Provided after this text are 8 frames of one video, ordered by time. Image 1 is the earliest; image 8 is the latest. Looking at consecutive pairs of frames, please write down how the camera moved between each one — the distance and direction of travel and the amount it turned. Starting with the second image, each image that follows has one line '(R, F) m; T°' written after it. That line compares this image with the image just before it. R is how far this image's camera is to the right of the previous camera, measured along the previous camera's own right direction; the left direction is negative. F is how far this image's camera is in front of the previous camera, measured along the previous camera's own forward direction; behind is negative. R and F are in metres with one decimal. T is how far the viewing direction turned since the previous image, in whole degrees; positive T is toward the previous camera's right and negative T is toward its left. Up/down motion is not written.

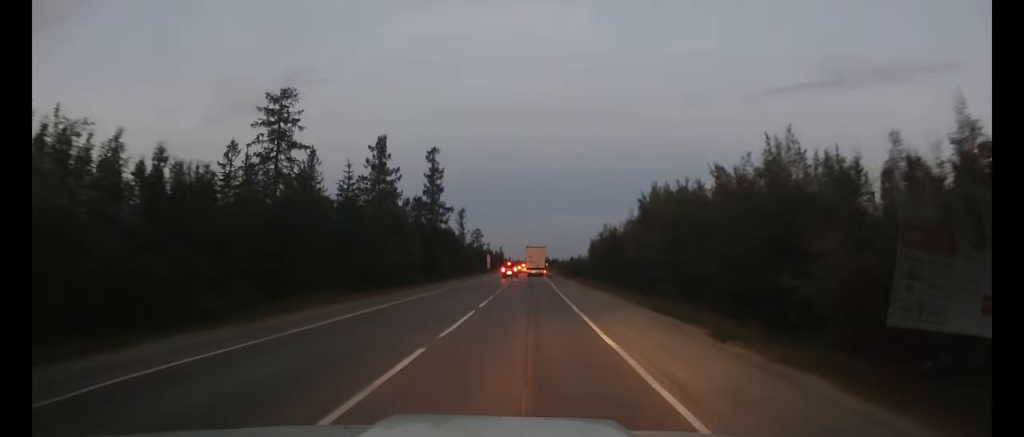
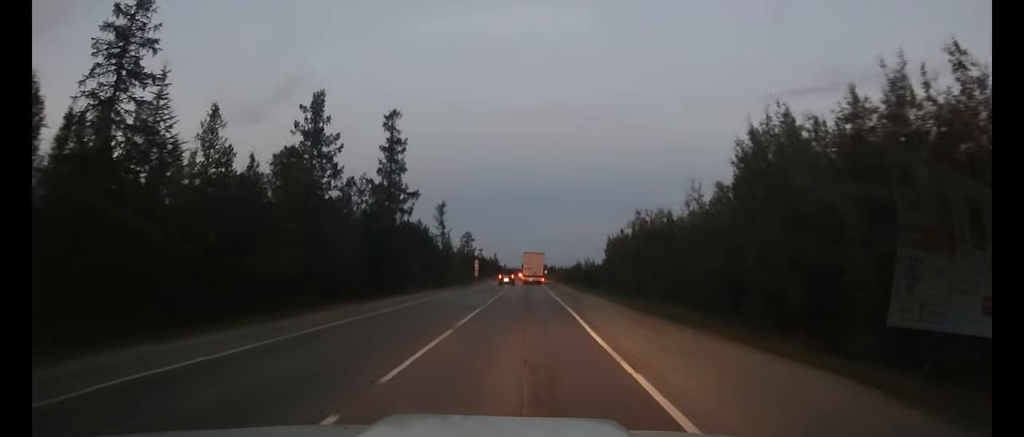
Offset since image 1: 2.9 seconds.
(0.0, +23.4) m; 0°
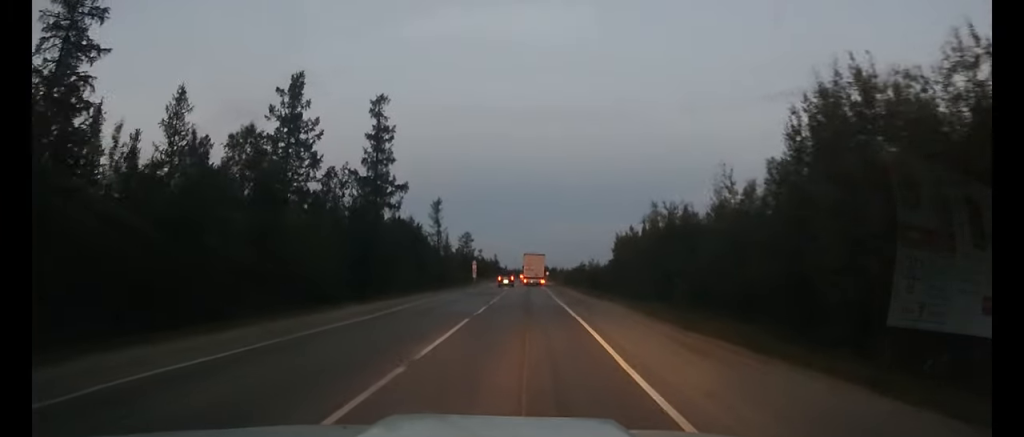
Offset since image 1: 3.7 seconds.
(0.0, +5.9) m; 0°
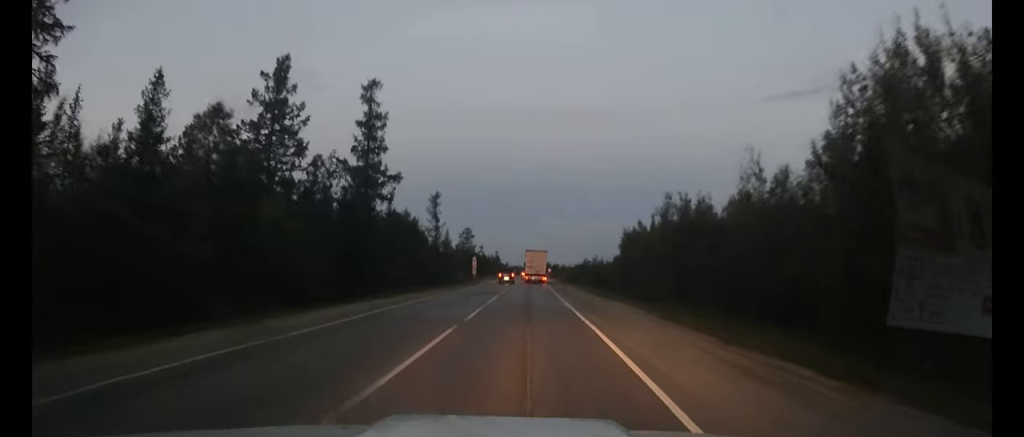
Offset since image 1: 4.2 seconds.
(0.0, +3.9) m; 0°
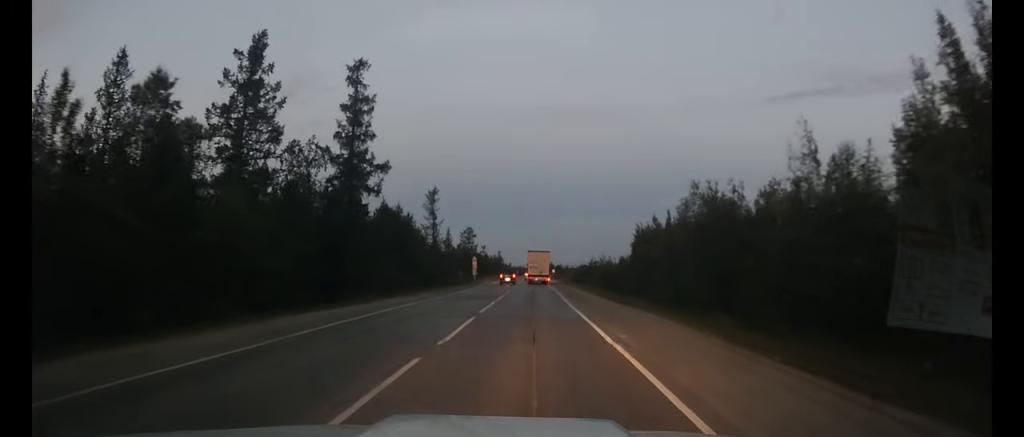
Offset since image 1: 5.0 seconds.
(0.0, +5.6) m; 0°
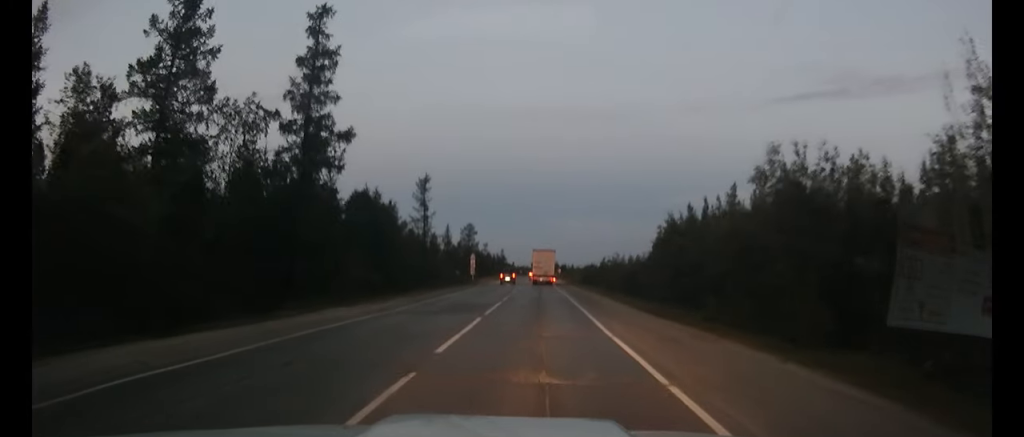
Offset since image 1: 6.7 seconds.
(-0.1, +10.7) m; -1°
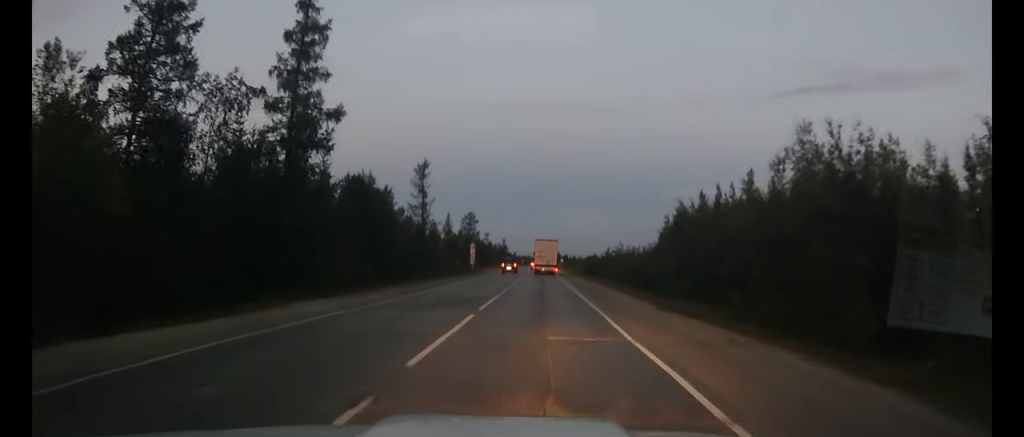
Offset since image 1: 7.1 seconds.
(0.0, +2.7) m; 0°
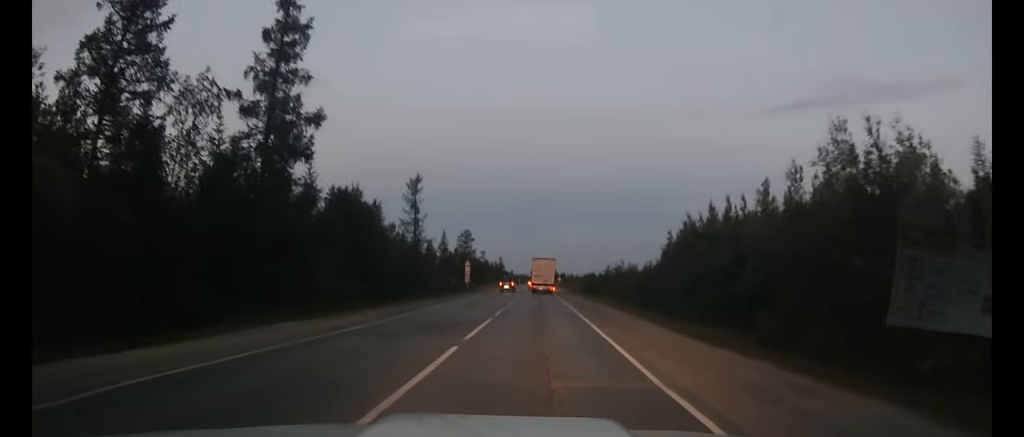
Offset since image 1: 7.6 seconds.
(0.0, +2.9) m; 0°
